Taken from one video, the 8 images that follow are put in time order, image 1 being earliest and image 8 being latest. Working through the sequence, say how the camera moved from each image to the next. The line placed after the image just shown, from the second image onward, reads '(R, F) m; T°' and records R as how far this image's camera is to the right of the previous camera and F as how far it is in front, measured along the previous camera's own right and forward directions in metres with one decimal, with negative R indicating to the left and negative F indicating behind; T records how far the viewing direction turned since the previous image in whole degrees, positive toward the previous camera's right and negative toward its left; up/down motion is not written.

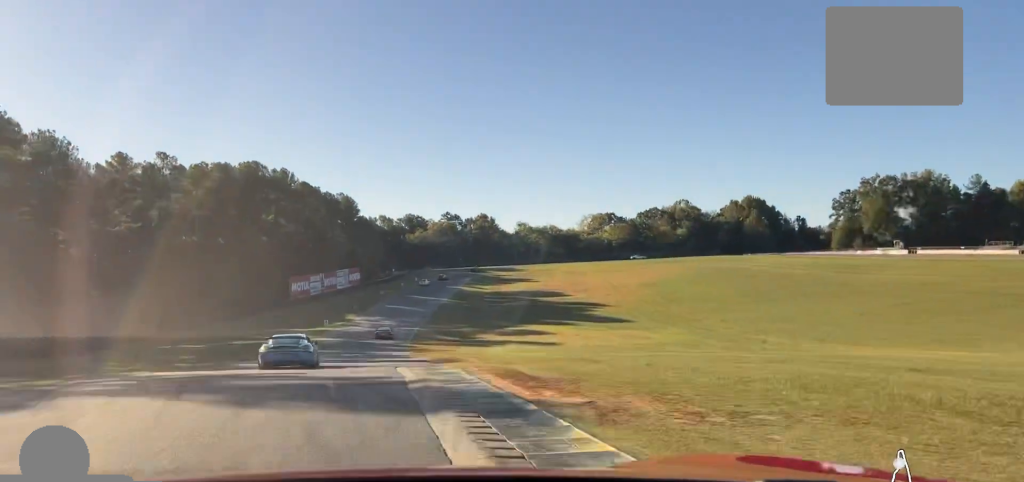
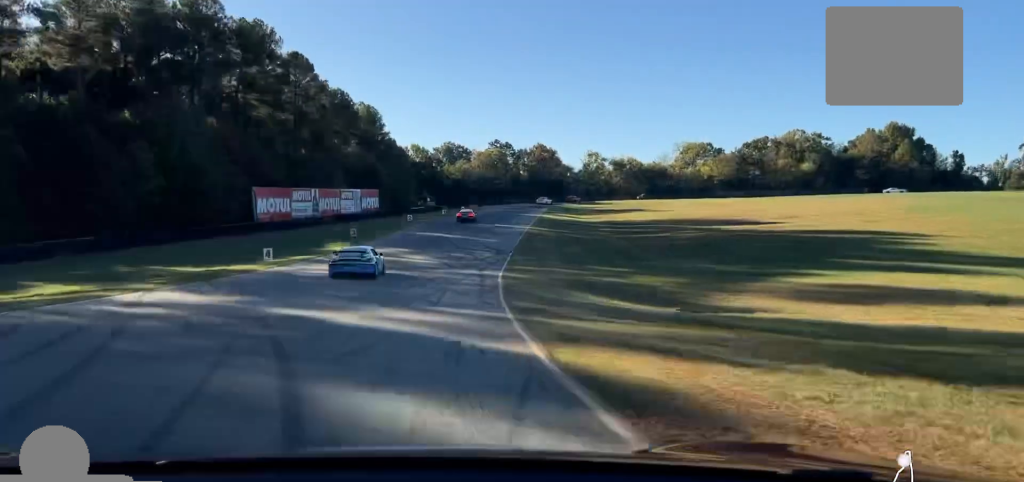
(+0.6, +67.8) m; +3°
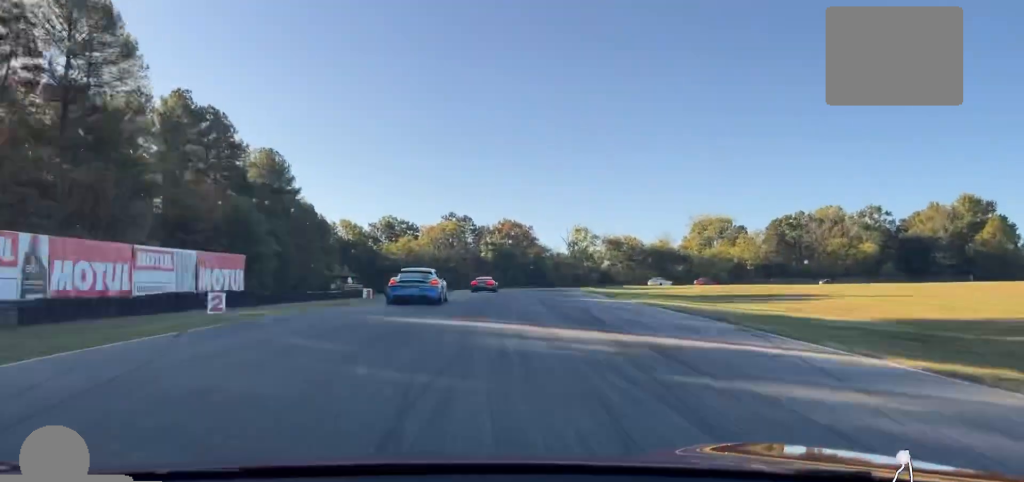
(+3.0, +59.4) m; +7°
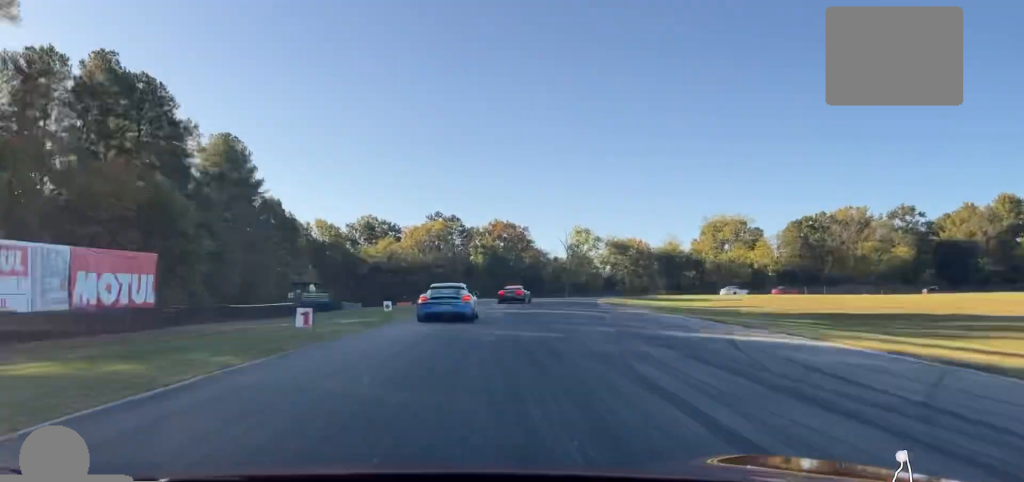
(+1.3, +18.7) m; +2°
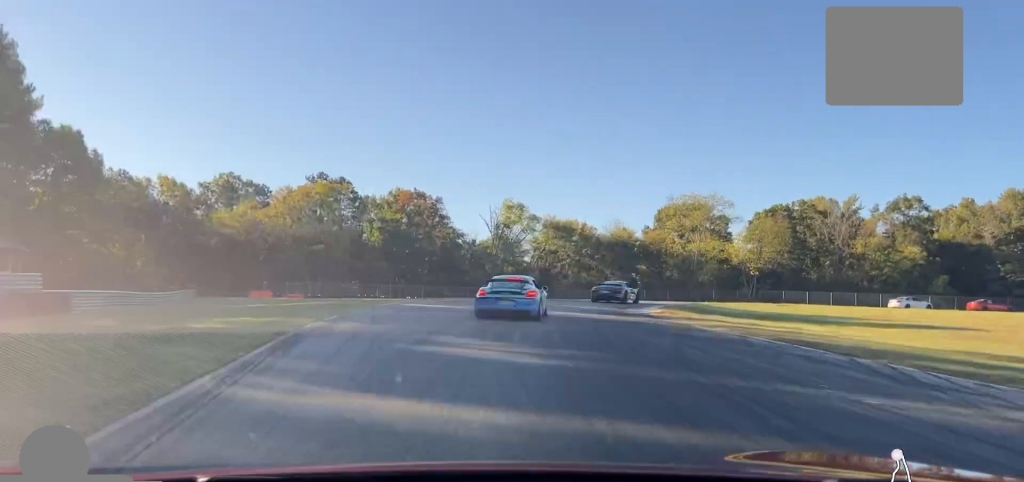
(+0.6, +40.5) m; +3°
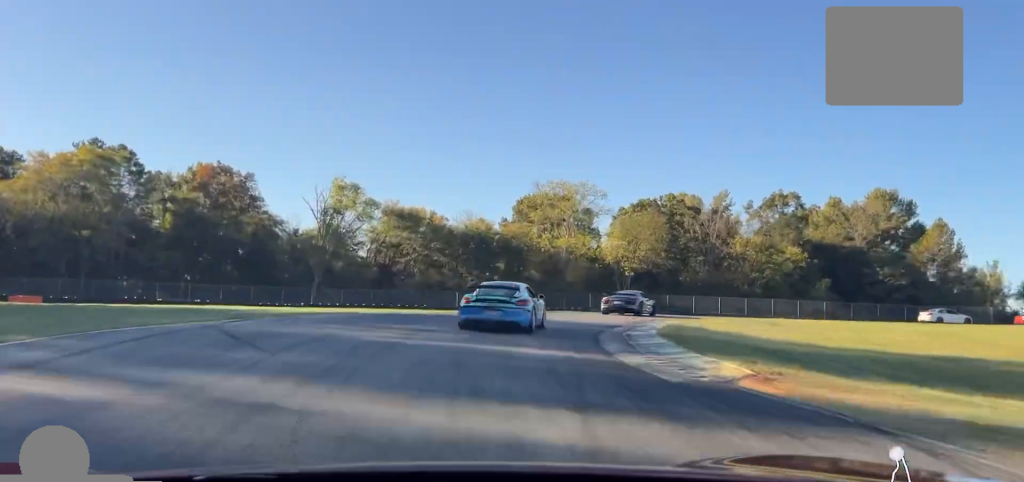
(+1.0, +21.1) m; +9°
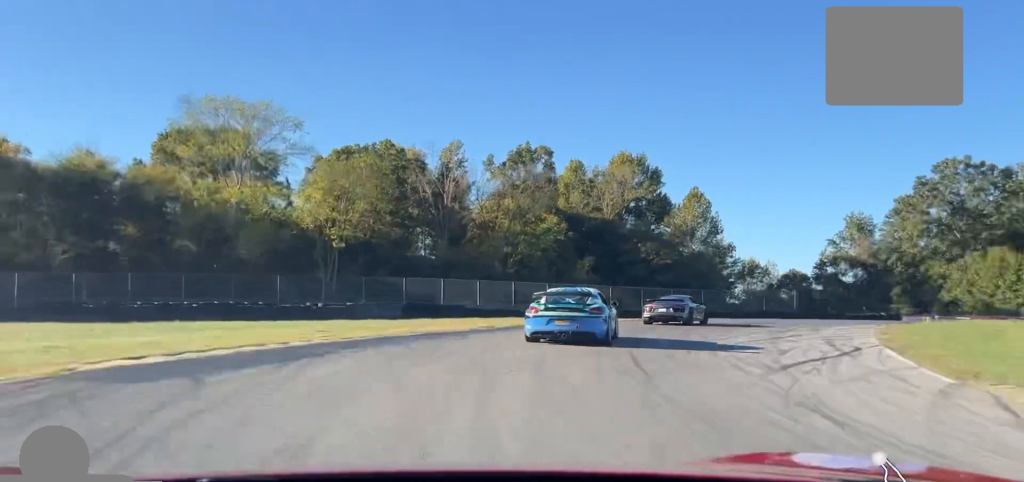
(+5.9, +31.5) m; +30°
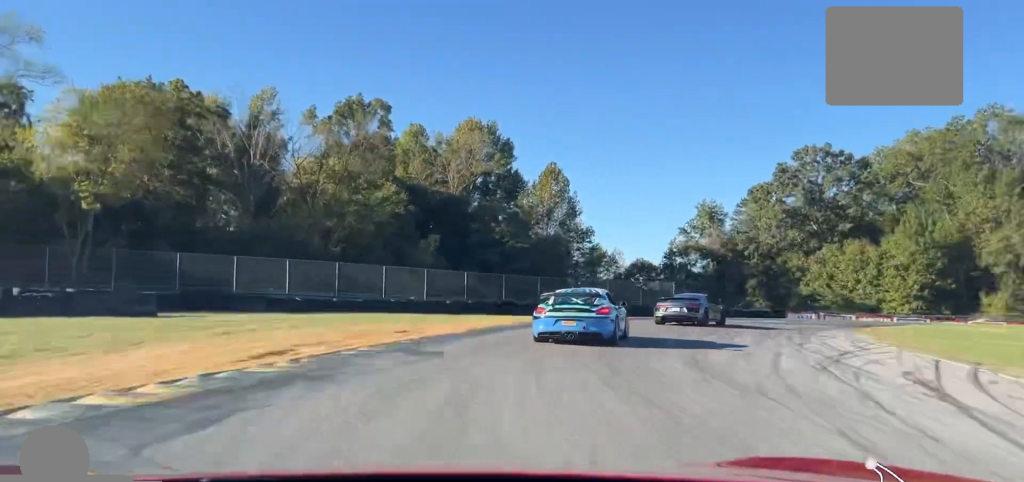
(+2.9, +13.0) m; +14°
